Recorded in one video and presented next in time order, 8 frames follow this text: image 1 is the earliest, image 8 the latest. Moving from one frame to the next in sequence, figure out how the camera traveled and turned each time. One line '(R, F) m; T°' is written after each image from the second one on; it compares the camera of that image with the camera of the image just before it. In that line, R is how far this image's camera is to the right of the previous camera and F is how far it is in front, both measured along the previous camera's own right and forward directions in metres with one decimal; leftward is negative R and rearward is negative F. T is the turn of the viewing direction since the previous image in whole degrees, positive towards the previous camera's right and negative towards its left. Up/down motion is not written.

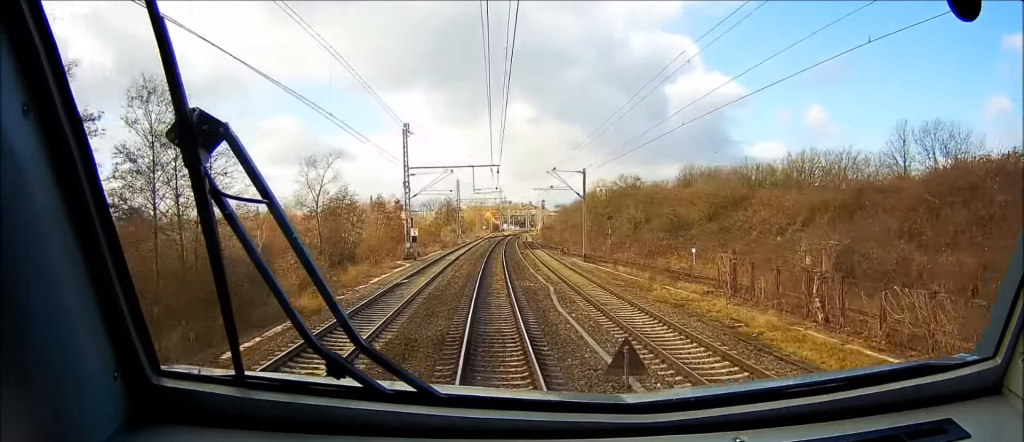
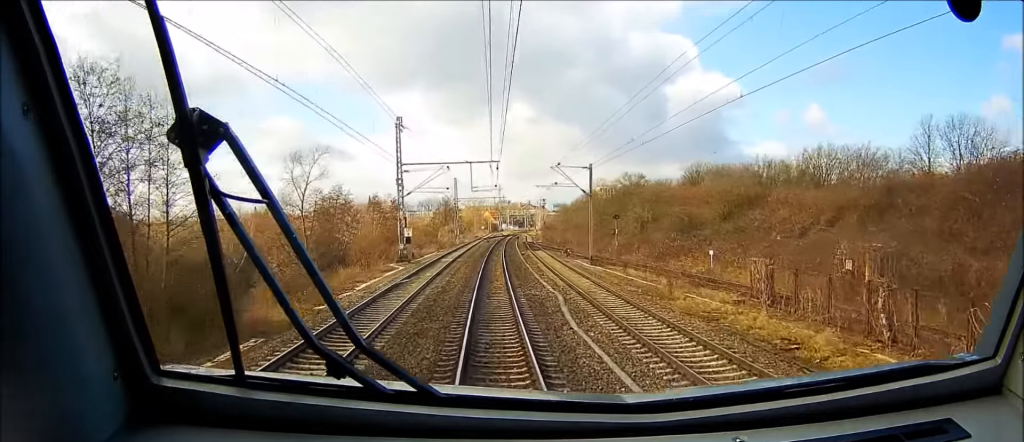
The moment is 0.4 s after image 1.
(0.0, +4.1) m; 0°
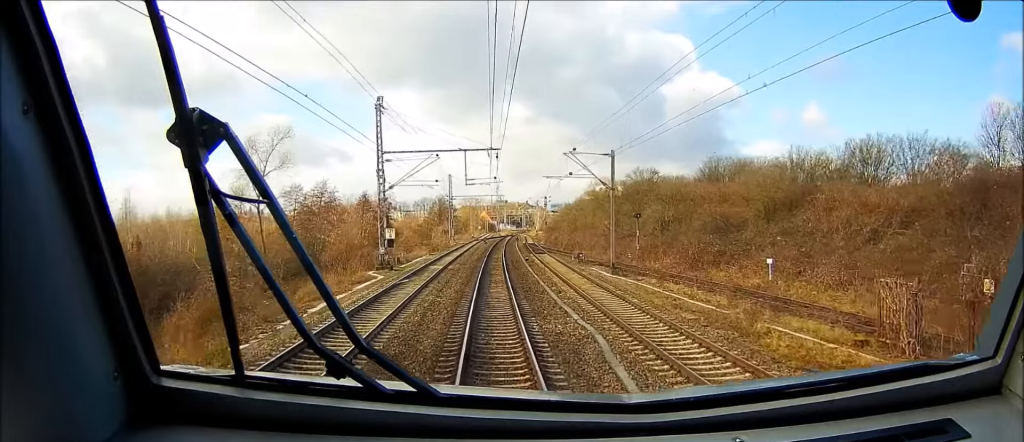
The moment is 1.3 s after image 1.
(0.0, +9.2) m; 0°
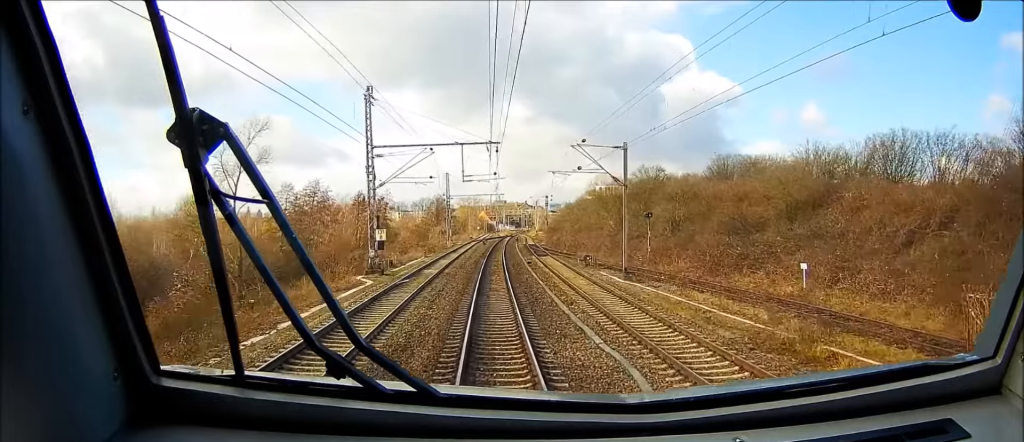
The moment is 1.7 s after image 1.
(0.0, +4.4) m; 0°
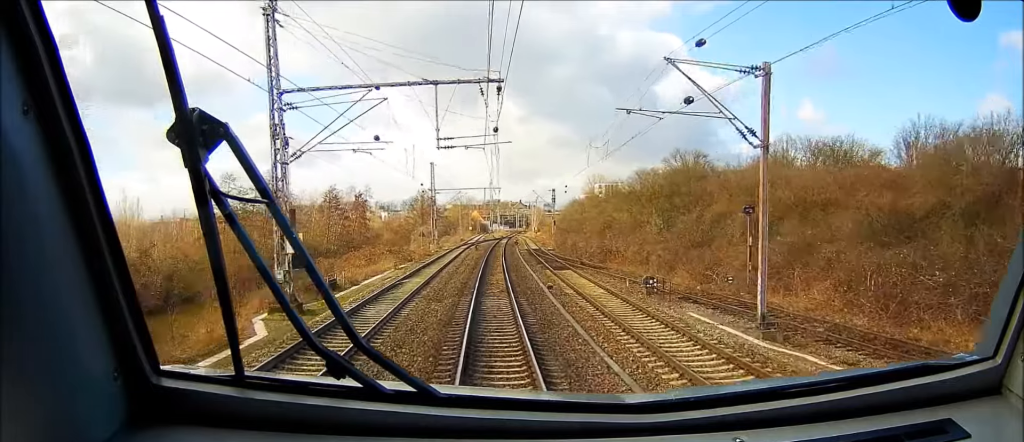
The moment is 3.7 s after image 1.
(-0.2, +20.1) m; -1°
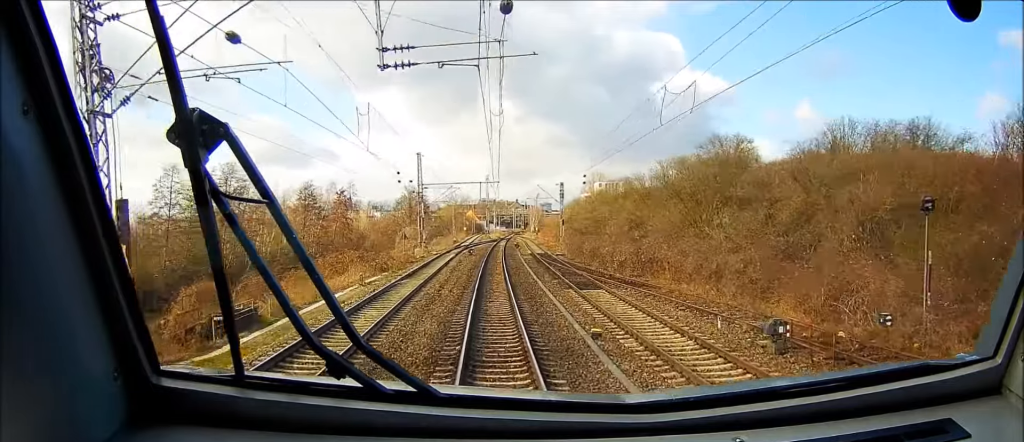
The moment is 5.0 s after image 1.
(0.0, +13.9) m; +1°
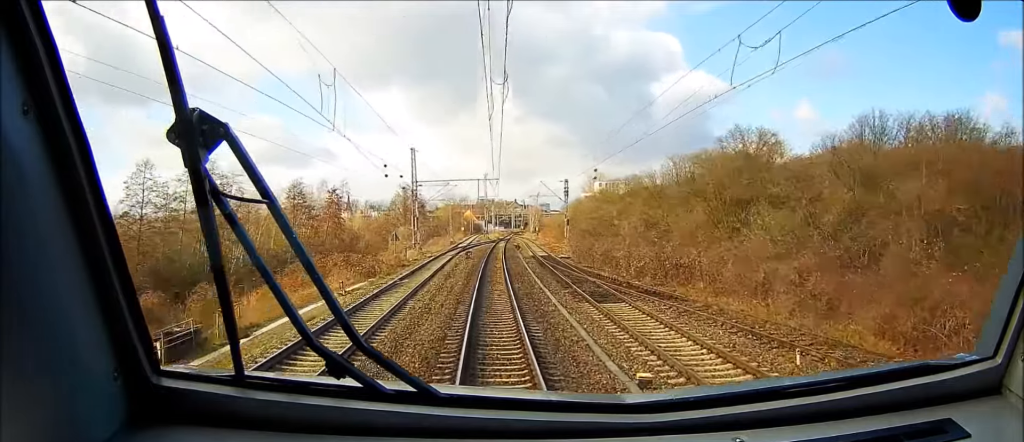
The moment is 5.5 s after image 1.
(+0.1, +5.2) m; 0°
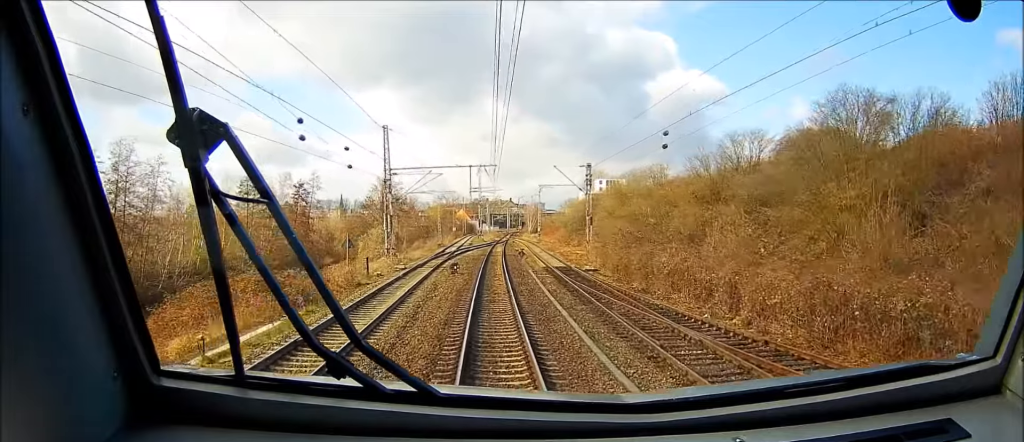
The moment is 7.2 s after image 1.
(0.0, +18.6) m; +1°
